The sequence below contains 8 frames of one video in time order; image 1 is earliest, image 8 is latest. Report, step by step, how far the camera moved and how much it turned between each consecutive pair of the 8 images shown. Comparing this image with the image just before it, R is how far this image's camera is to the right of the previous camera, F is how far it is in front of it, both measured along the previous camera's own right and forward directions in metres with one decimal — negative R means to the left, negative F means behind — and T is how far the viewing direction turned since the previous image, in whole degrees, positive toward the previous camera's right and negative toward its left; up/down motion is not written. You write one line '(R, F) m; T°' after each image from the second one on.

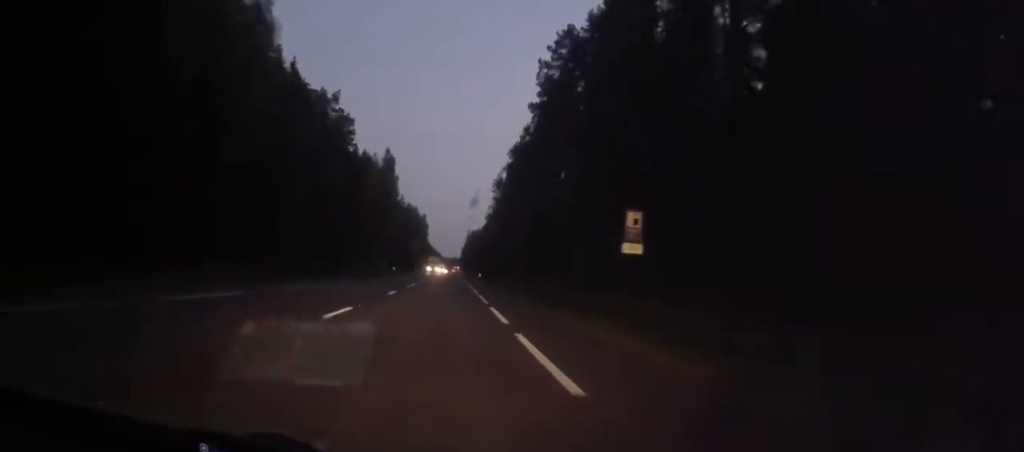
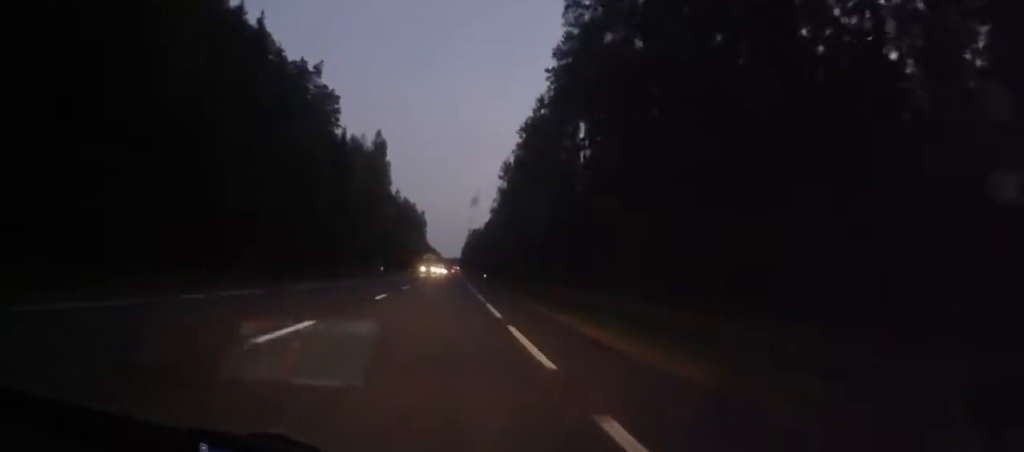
(+0.1, +16.1) m; 0°
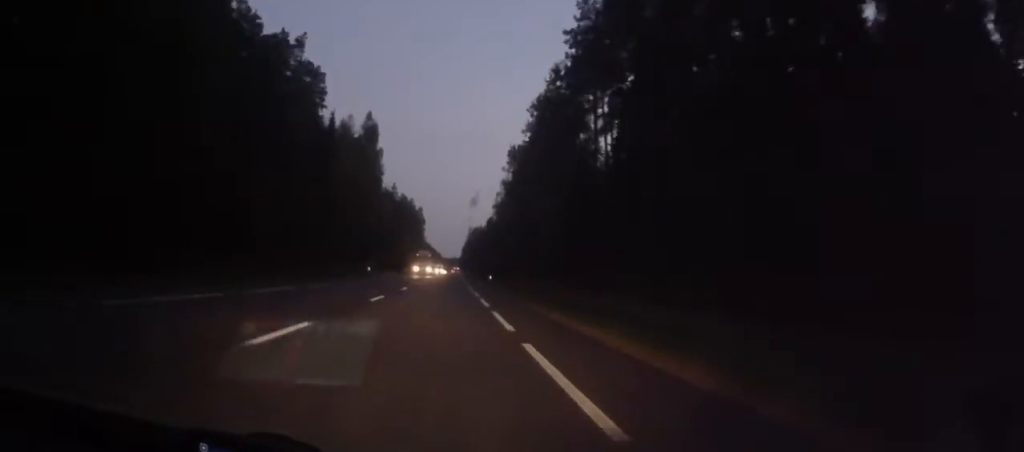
(+0.1, +12.3) m; 0°
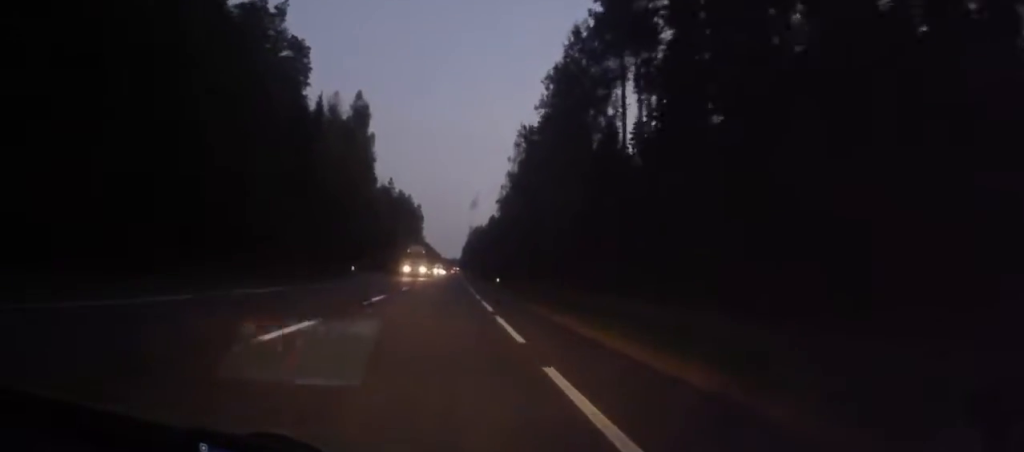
(0.0, +11.4) m; 0°
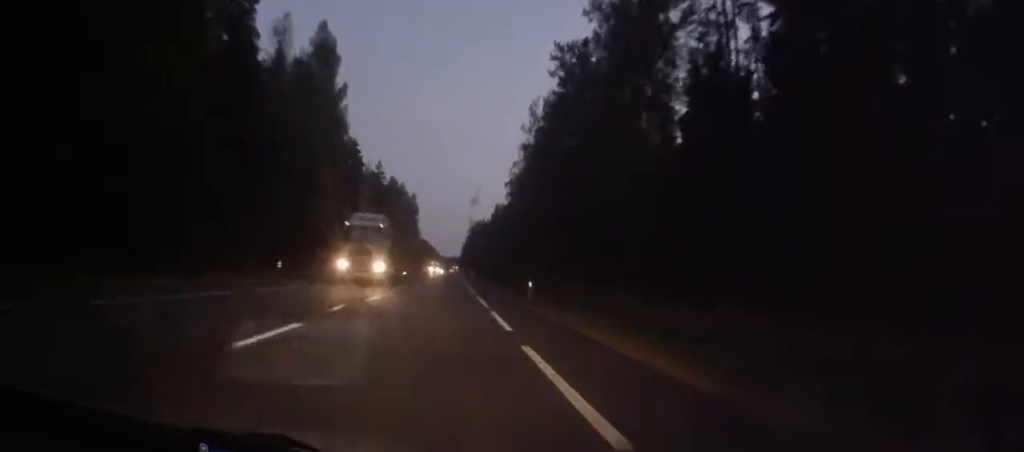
(0.0, +24.8) m; -1°
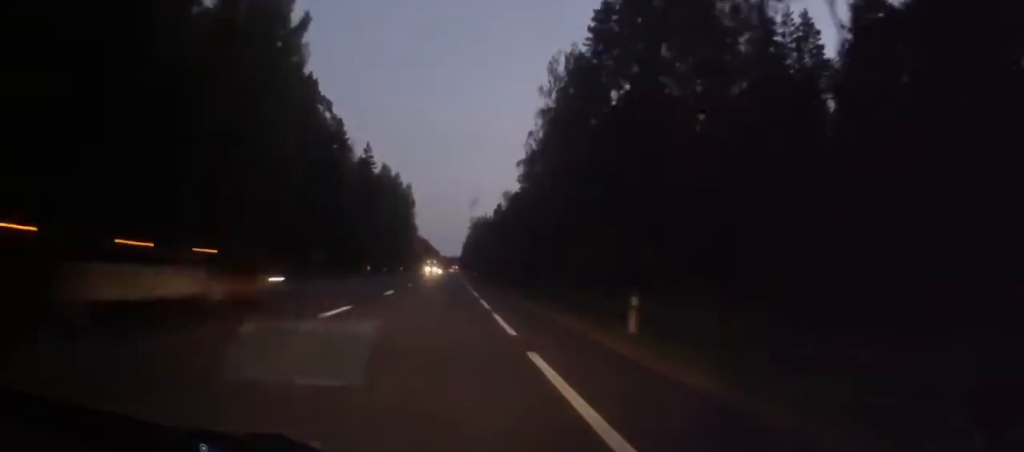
(-0.1, +19.0) m; 0°
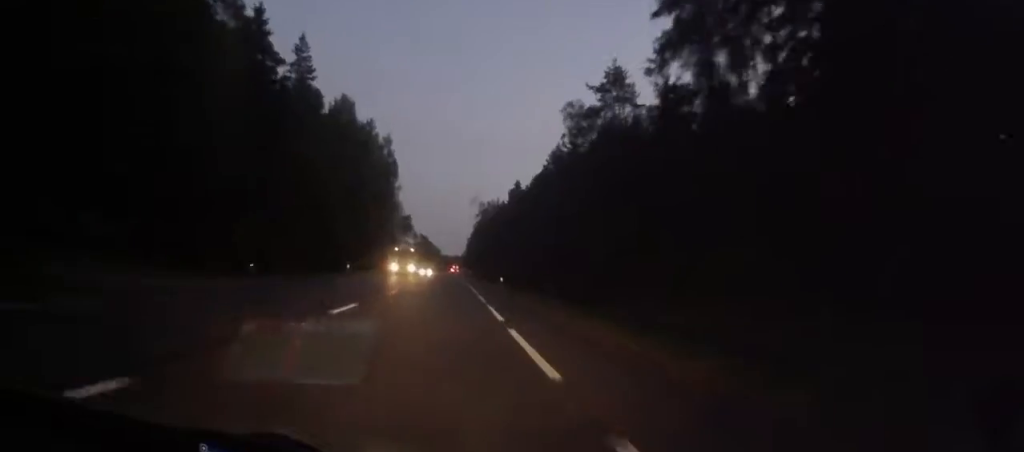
(+0.5, +59.0) m; +1°
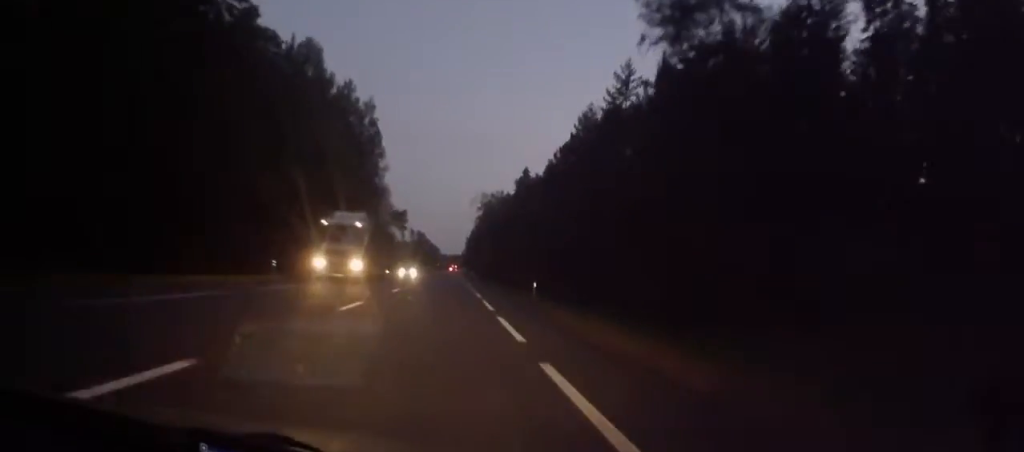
(0.0, +22.8) m; 0°
